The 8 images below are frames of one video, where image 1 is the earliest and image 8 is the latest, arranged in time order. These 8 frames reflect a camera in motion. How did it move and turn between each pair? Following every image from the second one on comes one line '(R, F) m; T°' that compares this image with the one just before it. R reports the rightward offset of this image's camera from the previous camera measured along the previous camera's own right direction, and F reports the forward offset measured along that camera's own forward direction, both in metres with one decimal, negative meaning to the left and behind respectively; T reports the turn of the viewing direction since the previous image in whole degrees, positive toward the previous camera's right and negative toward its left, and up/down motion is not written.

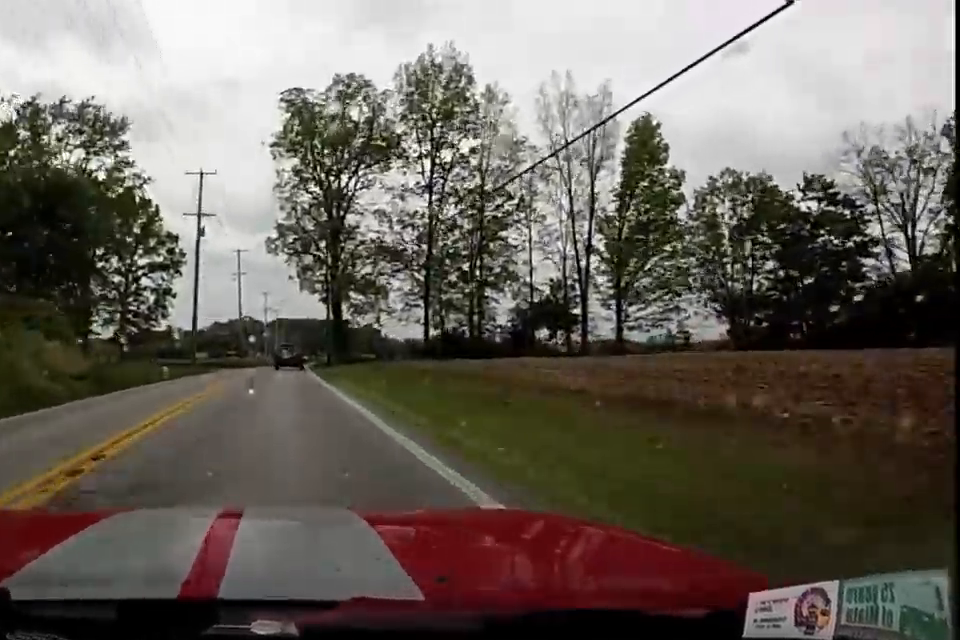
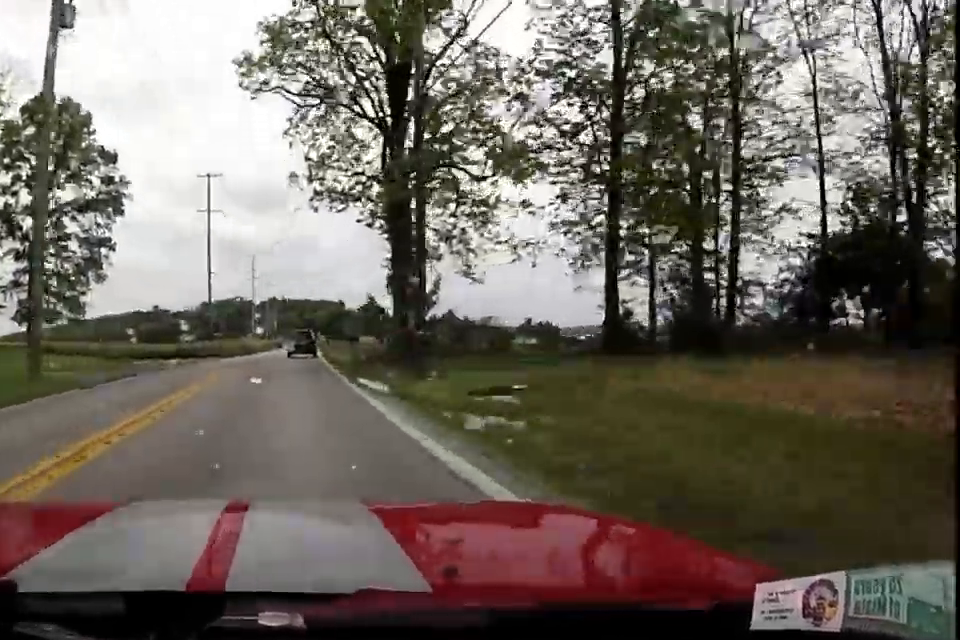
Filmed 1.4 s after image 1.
(-0.6, +29.8) m; -1°
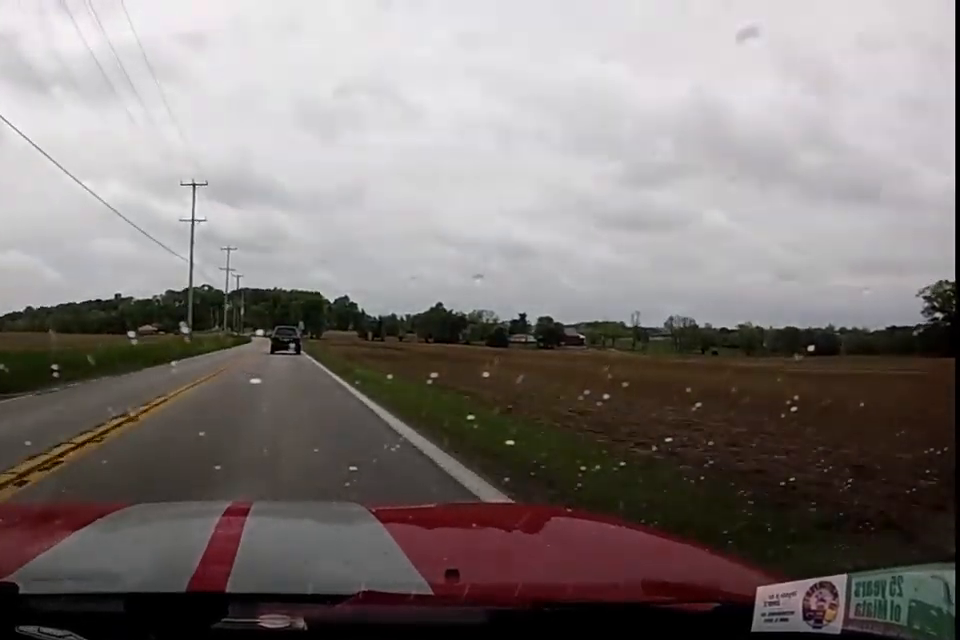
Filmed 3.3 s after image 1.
(+1.4, +39.7) m; +5°
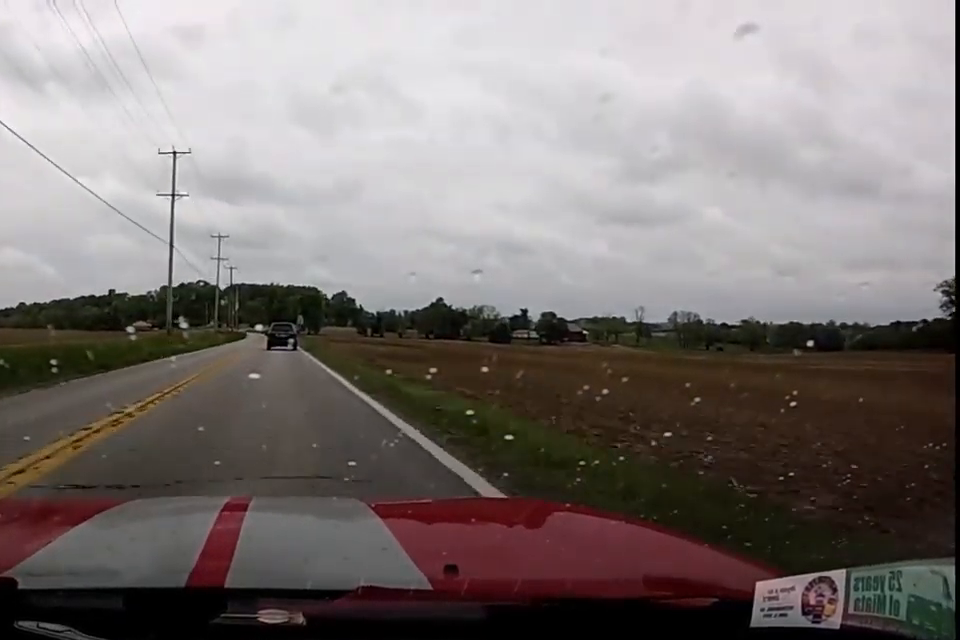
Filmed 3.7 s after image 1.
(+0.2, +8.2) m; +1°
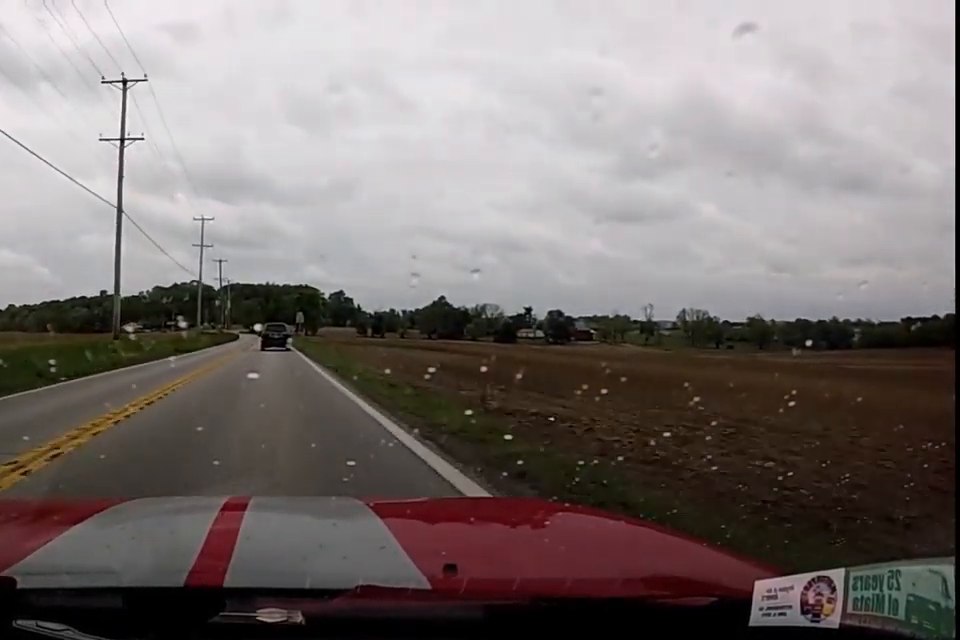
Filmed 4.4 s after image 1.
(-0.1, +13.2) m; -1°
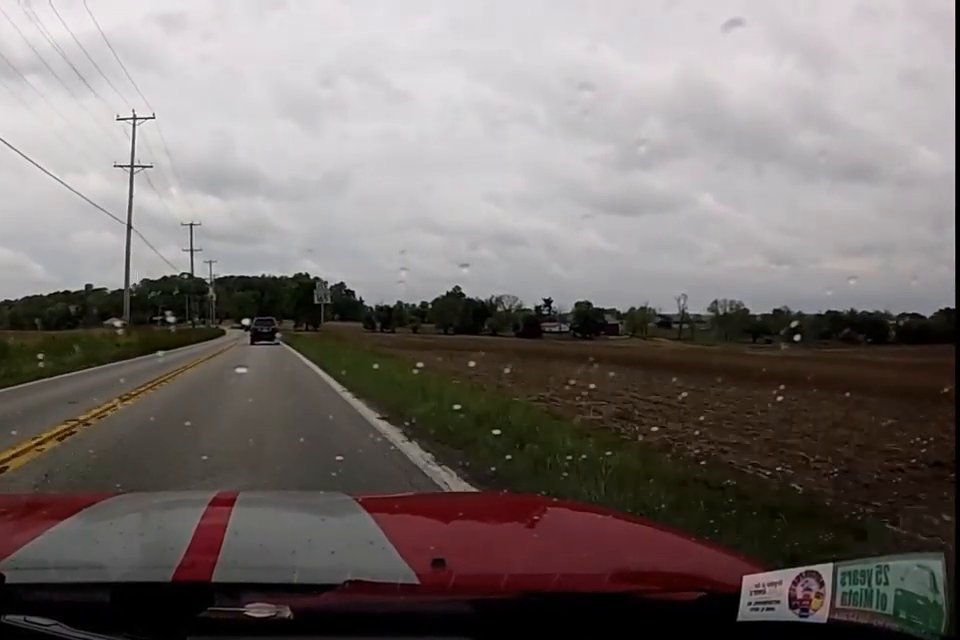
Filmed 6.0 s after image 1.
(-0.5, +32.3) m; -1°
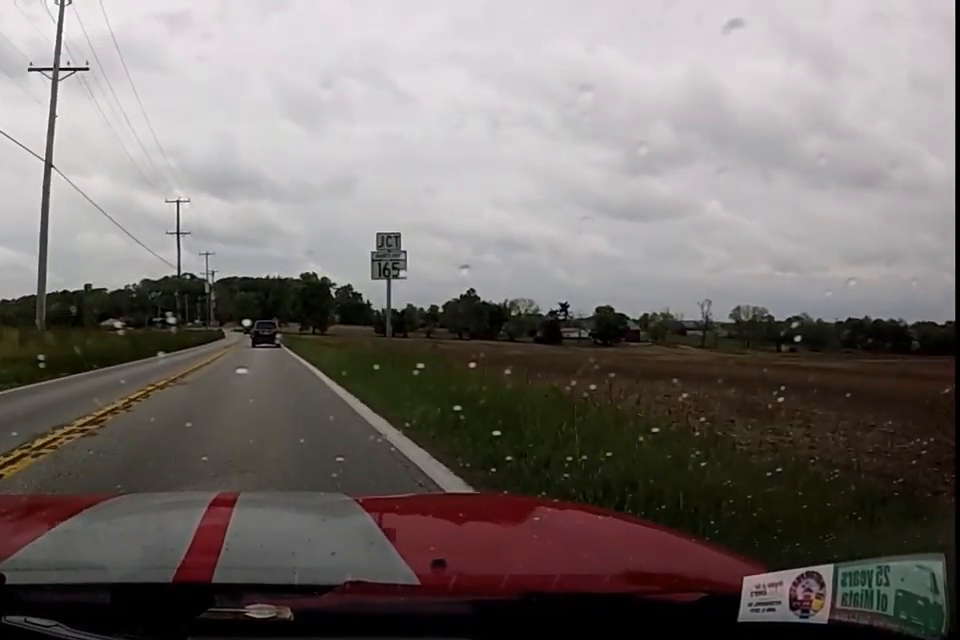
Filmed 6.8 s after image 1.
(0.0, +14.6) m; 0°
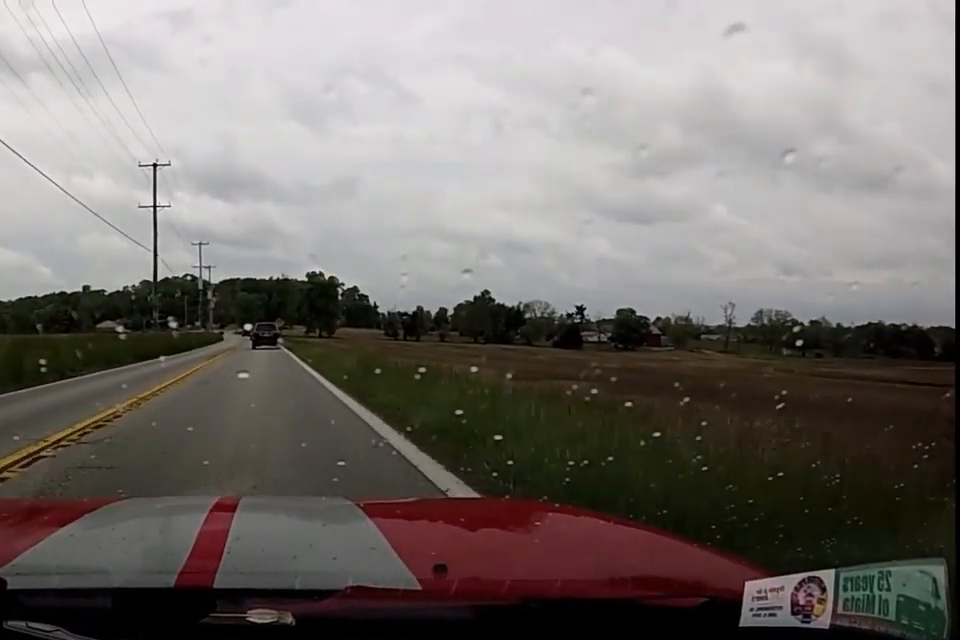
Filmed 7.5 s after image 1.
(0.0, +13.9) m; 0°
